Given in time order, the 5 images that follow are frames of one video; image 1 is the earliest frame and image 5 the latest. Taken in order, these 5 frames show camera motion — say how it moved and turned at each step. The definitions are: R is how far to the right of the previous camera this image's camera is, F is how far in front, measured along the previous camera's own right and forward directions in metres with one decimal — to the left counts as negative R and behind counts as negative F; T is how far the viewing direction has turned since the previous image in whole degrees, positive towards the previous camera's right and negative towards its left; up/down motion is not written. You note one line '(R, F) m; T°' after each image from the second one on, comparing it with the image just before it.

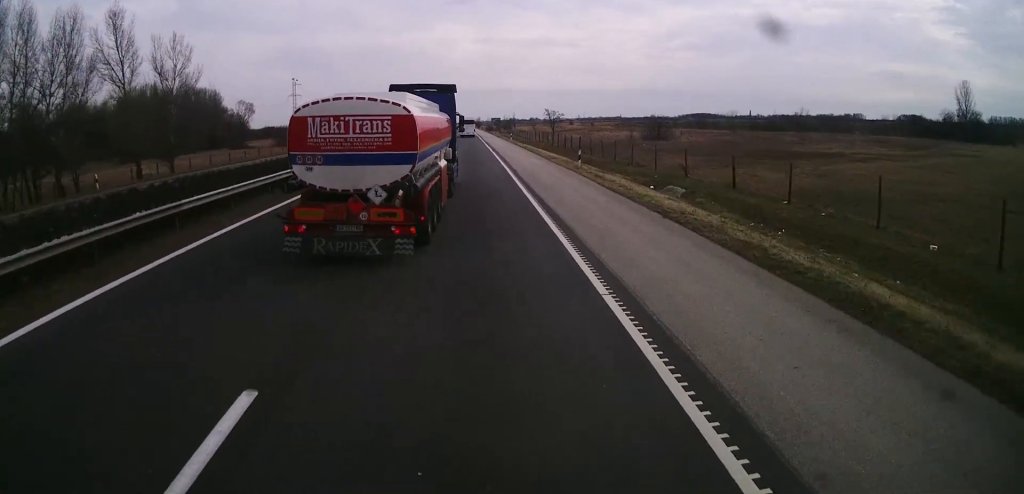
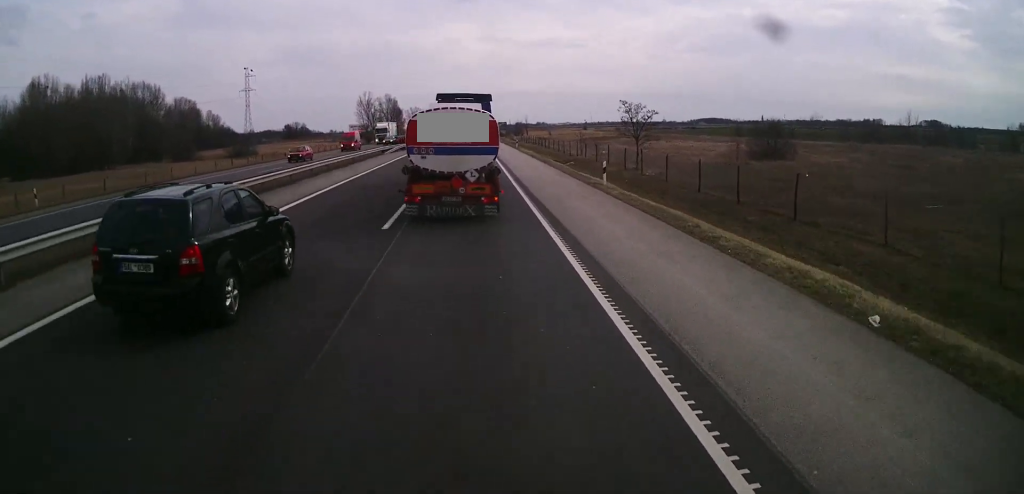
(-0.9, +56.1) m; -1°
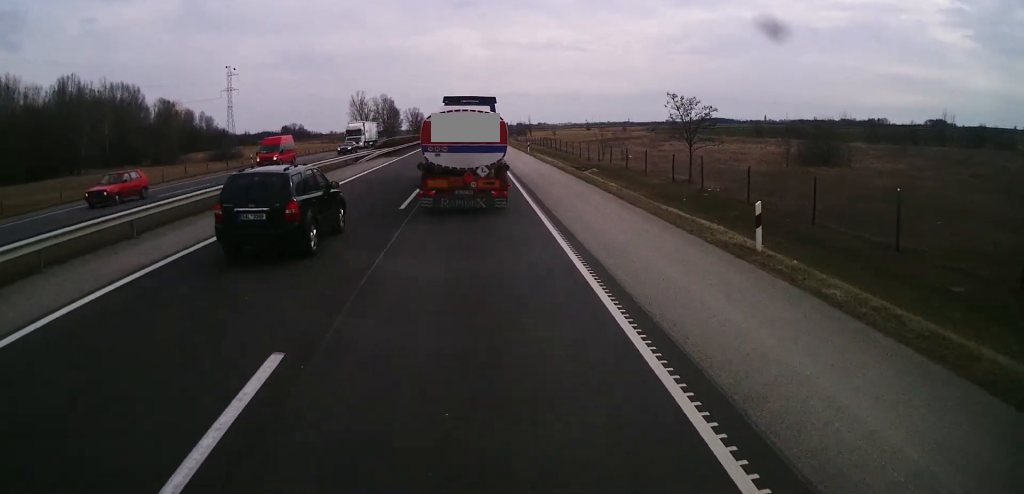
(-0.1, +14.6) m; 0°
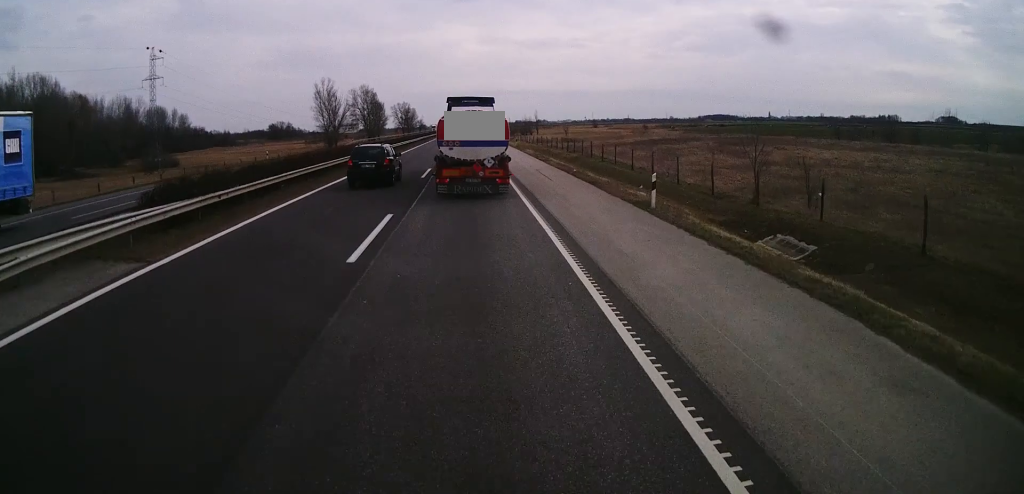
(+0.1, +43.2) m; -1°
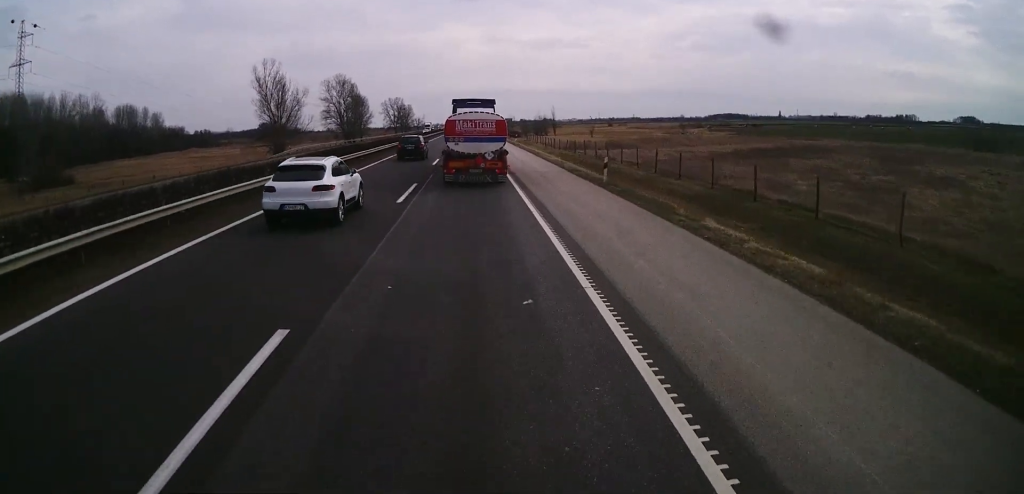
(+0.4, +46.1) m; 0°
